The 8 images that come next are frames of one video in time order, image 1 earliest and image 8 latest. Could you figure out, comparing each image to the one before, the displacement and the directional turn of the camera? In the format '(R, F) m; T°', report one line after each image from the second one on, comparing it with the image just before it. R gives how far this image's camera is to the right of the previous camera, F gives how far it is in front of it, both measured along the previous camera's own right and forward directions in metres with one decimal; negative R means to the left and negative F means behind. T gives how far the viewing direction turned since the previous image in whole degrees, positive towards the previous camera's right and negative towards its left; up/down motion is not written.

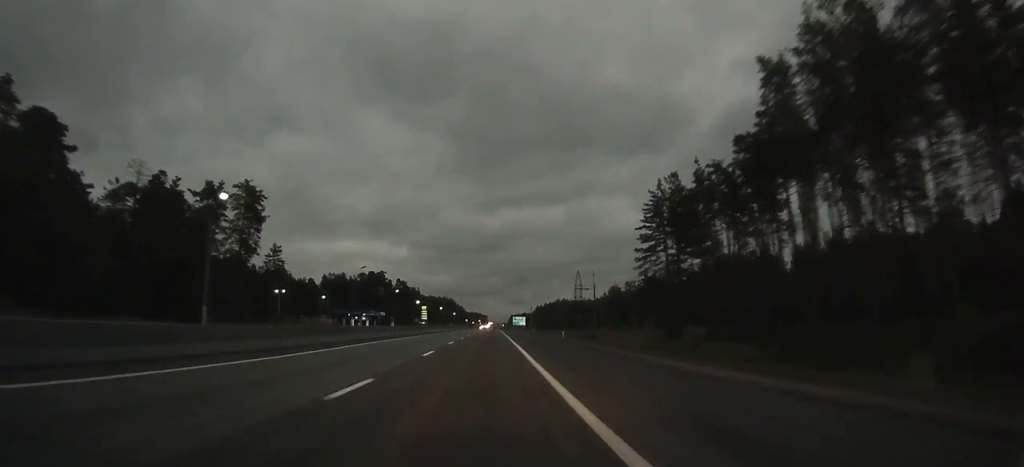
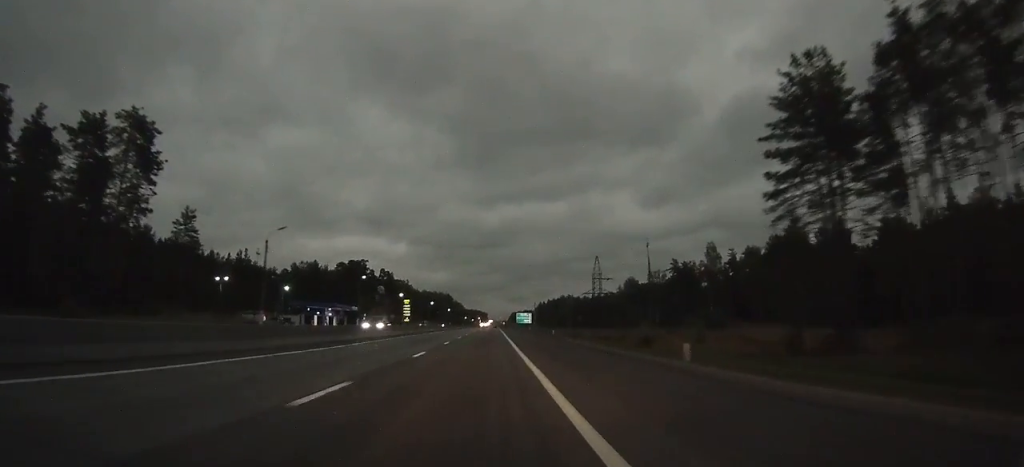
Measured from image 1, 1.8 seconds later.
(+0.3, +37.4) m; 0°
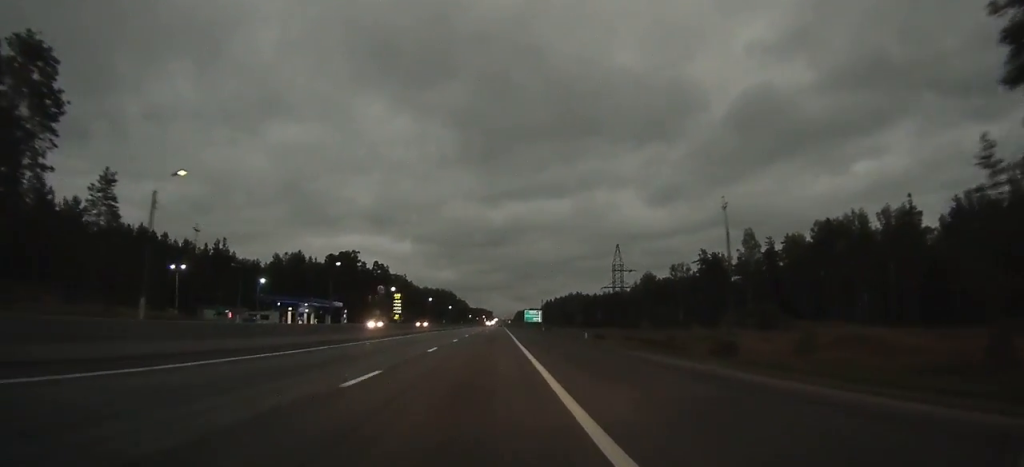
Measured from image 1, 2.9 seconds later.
(-0.1, +21.9) m; 0°
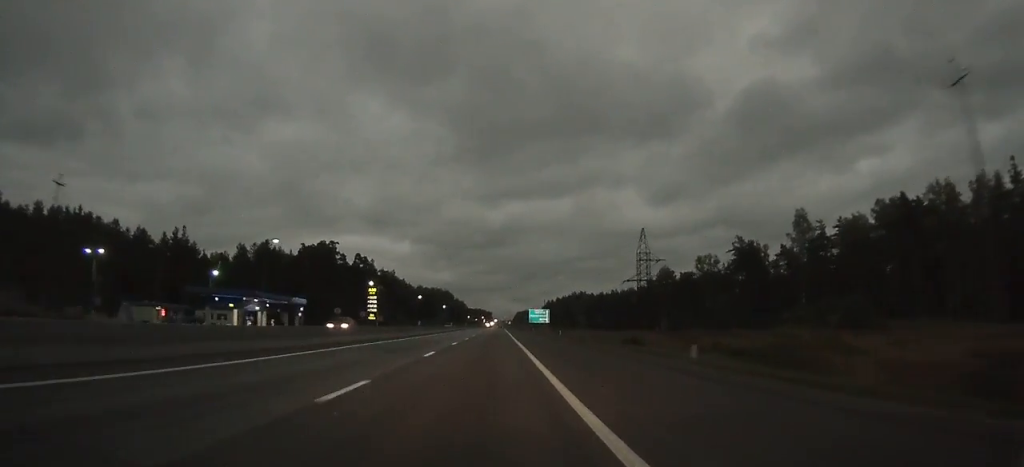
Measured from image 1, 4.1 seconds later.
(-0.1, +26.0) m; 0°
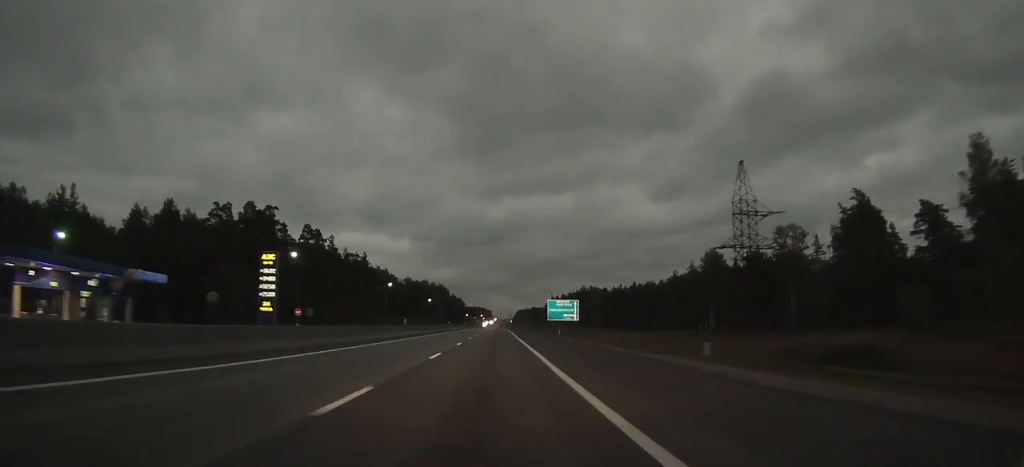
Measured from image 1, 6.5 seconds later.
(-0.1, +49.2) m; 0°
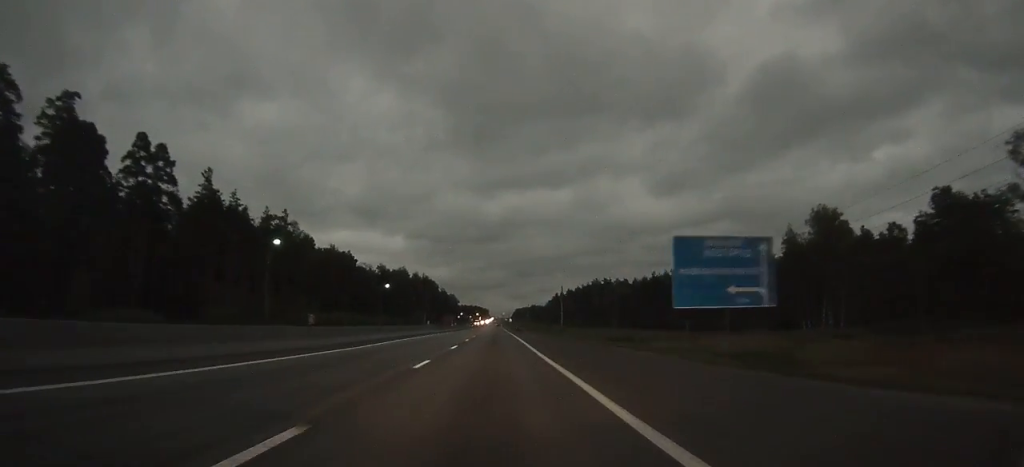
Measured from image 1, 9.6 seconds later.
(-0.1, +63.3) m; 0°
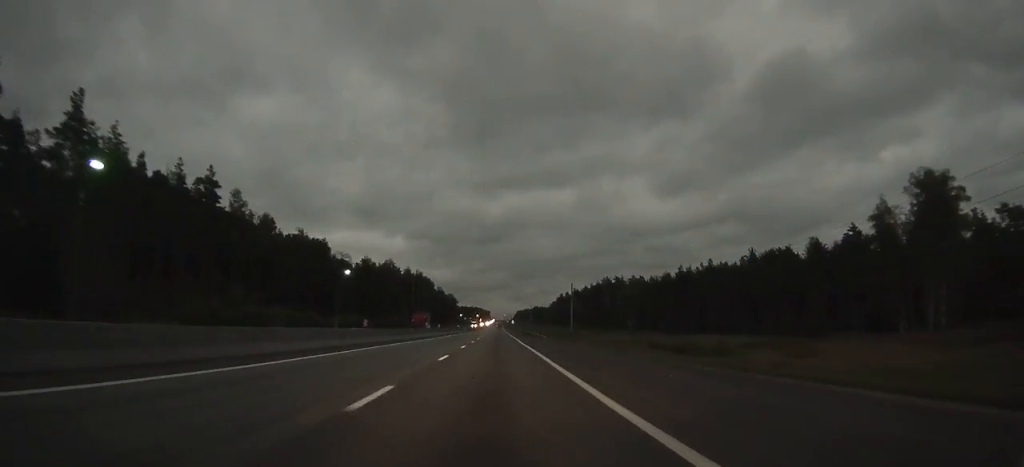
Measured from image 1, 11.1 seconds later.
(+0.1, +30.8) m; 0°
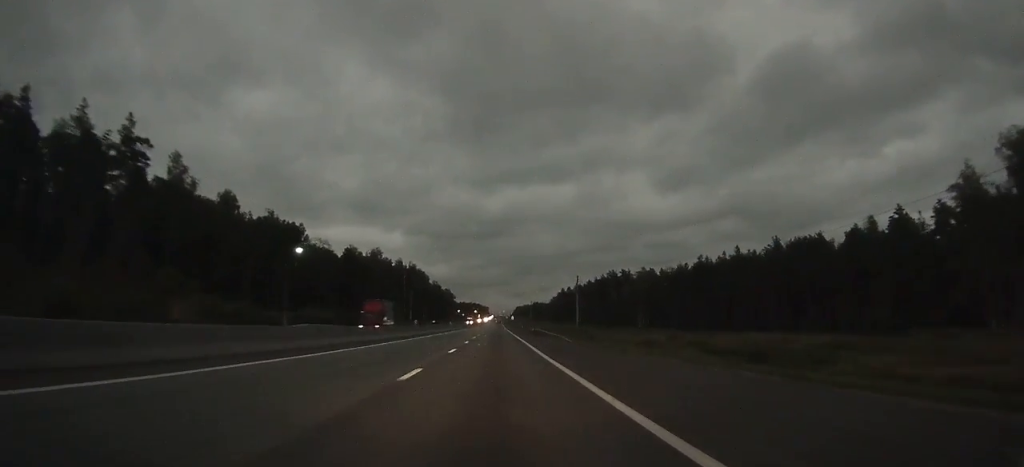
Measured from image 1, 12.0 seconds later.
(0.0, +19.7) m; 0°
